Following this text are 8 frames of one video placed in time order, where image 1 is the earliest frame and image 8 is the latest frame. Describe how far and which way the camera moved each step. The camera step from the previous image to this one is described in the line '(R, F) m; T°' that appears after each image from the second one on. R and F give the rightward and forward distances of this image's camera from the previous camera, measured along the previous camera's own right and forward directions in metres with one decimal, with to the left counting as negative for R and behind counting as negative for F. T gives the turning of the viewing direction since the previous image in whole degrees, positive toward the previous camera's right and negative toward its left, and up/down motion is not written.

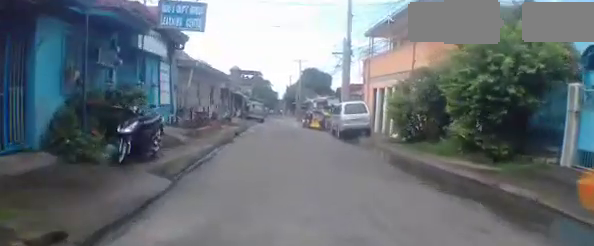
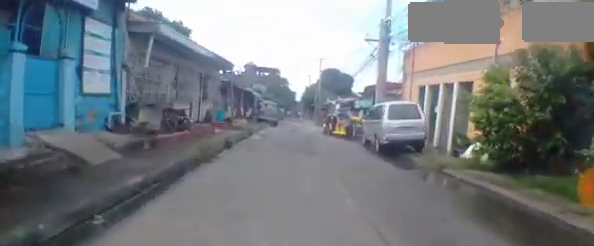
(0.0, +5.1) m; 0°
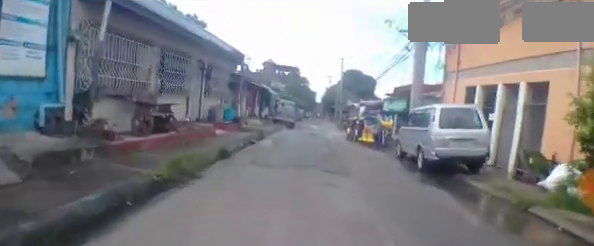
(-0.1, +2.5) m; 0°
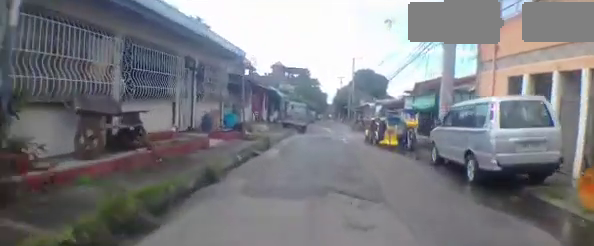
(+0.2, +2.0) m; 0°
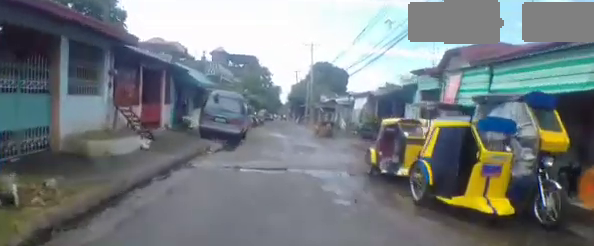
(-0.8, +9.5) m; -4°
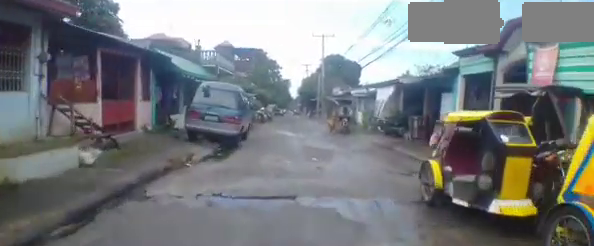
(+0.2, +2.6) m; +4°
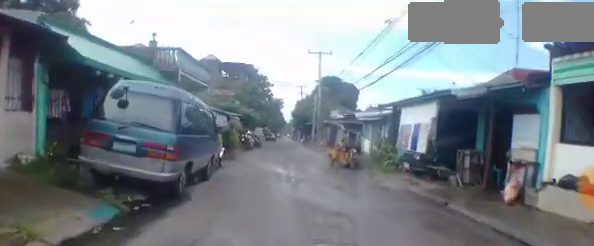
(+0.2, +4.3) m; -2°
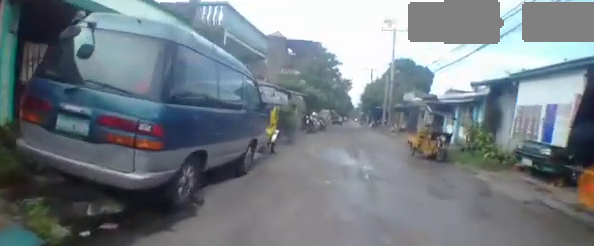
(-0.1, +2.5) m; 0°
